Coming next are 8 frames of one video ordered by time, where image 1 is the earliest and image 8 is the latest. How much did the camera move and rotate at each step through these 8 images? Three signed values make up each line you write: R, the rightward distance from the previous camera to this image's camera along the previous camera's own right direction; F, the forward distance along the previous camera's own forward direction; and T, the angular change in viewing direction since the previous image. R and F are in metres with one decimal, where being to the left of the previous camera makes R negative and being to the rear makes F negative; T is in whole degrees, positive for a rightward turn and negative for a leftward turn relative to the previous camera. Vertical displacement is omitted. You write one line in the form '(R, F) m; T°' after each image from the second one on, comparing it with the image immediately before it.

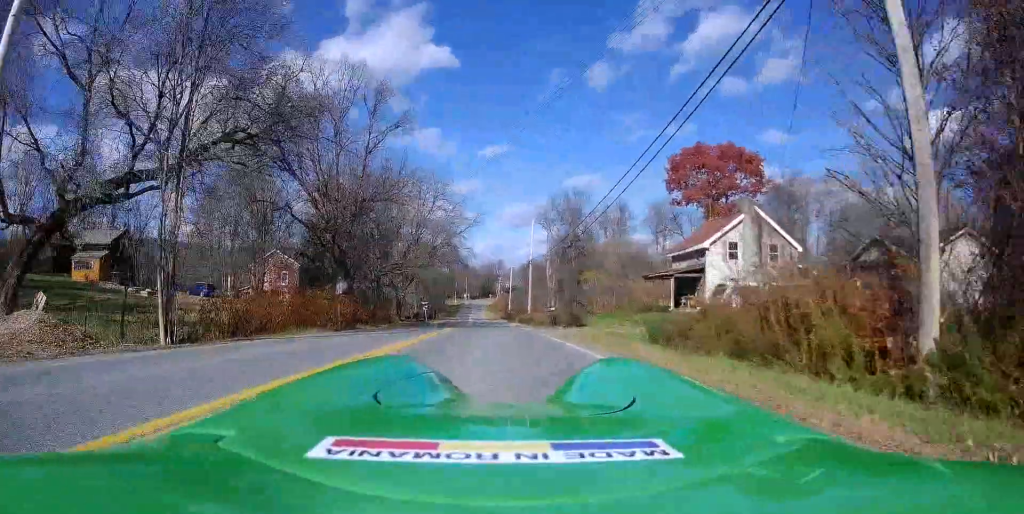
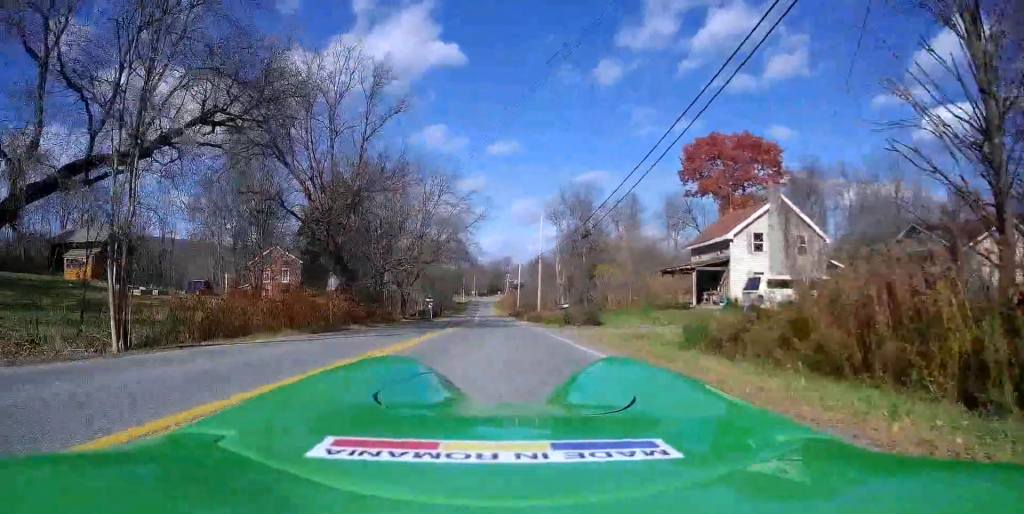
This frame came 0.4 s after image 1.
(0.0, +2.7) m; +1°
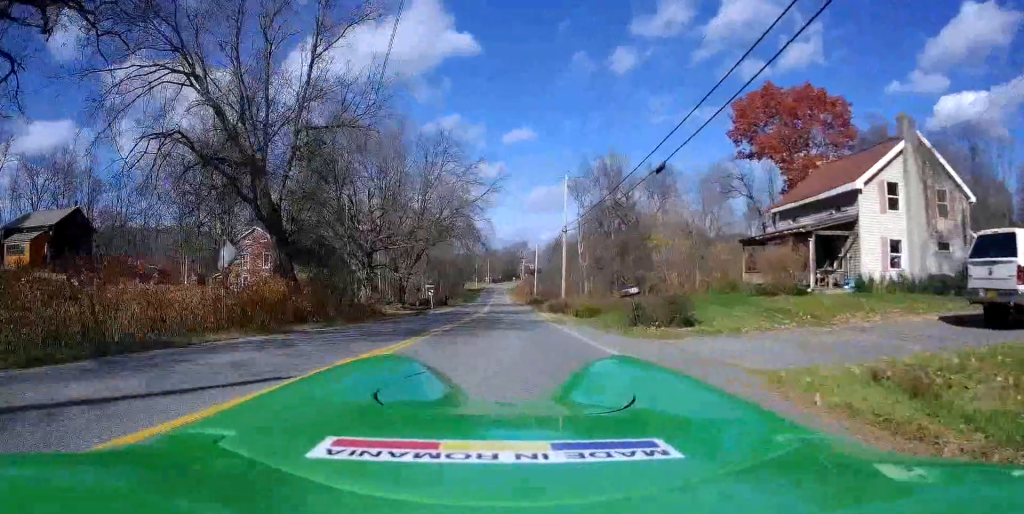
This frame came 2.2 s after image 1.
(+0.5, +12.1) m; -1°
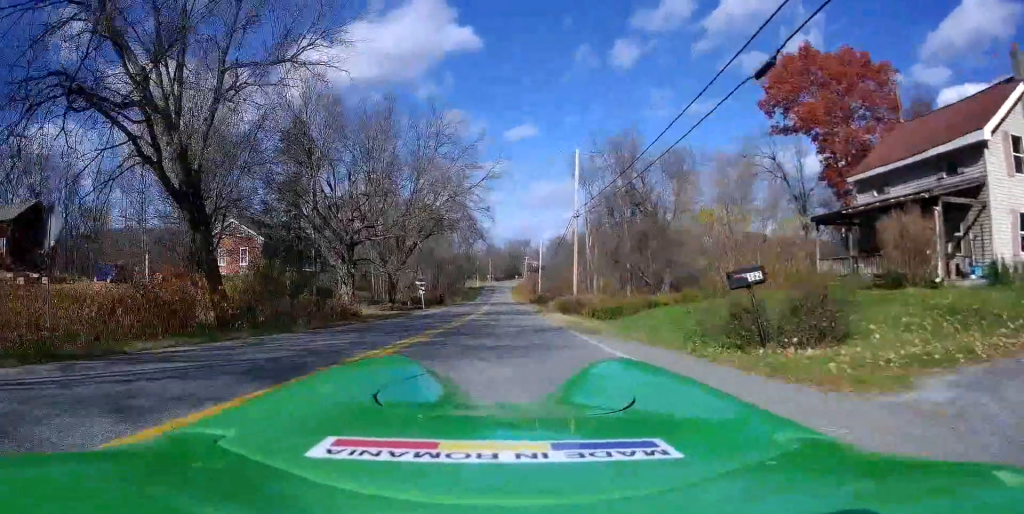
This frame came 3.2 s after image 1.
(-0.4, +7.3) m; -6°
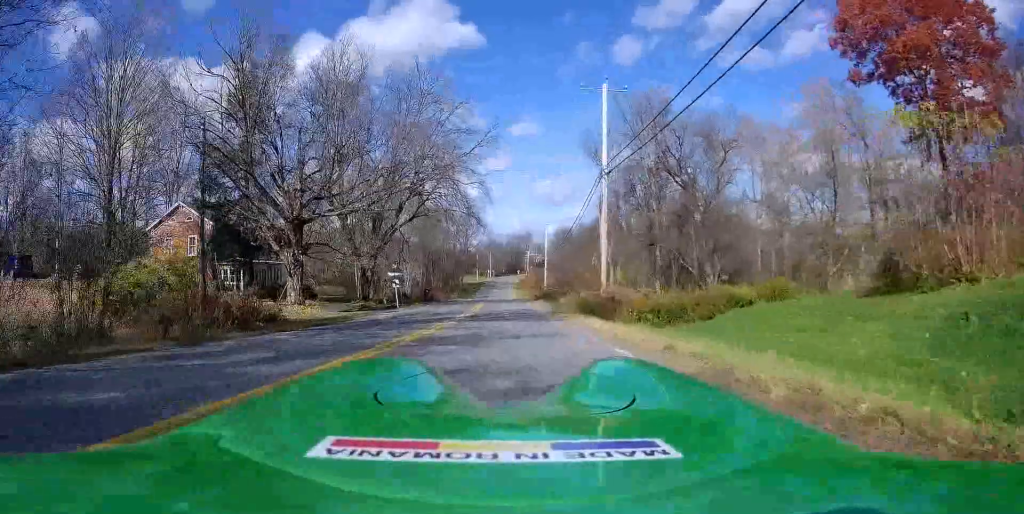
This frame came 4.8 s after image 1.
(+0.3, +12.7) m; +5°
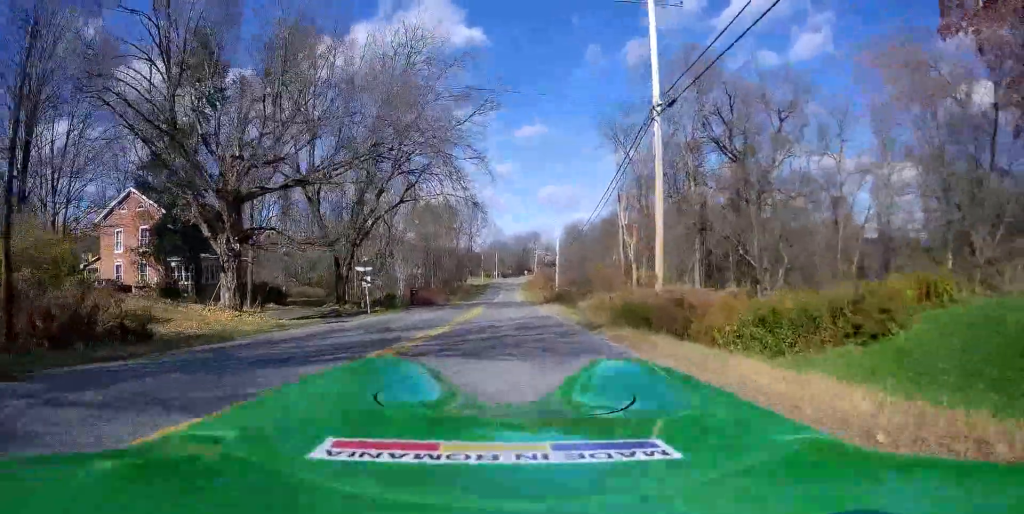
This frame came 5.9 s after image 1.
(+0.1, +9.8) m; +1°
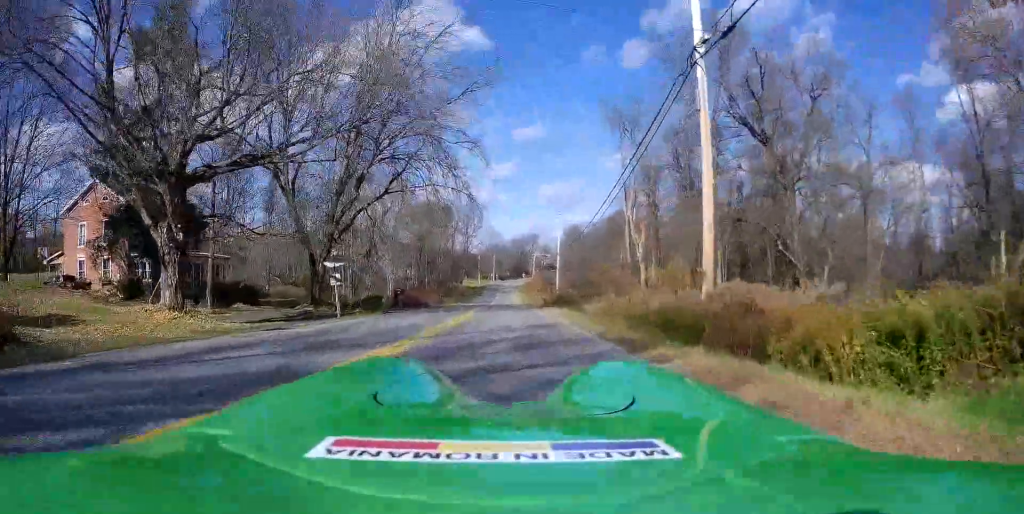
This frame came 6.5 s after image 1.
(0.0, +5.4) m; -1°
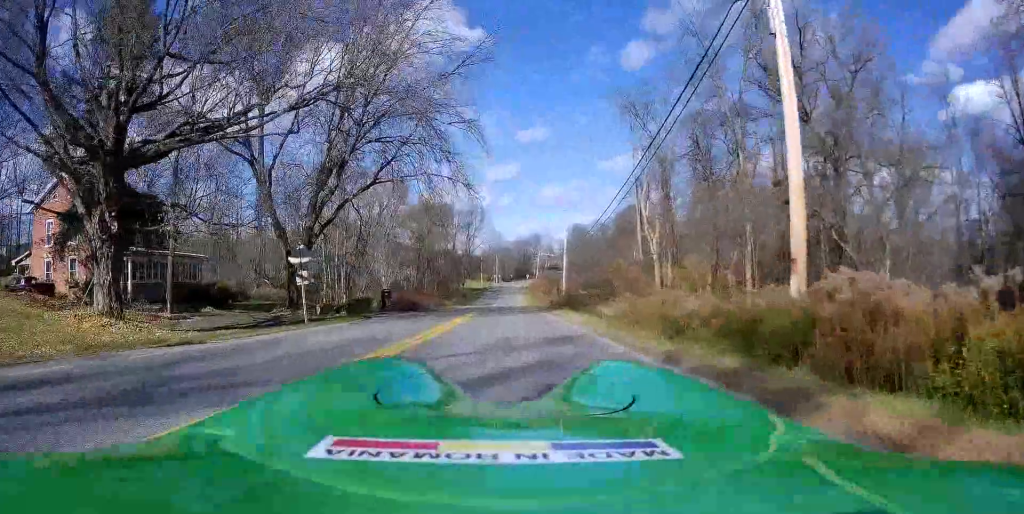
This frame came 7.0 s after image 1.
(+0.3, +5.2) m; -1°
